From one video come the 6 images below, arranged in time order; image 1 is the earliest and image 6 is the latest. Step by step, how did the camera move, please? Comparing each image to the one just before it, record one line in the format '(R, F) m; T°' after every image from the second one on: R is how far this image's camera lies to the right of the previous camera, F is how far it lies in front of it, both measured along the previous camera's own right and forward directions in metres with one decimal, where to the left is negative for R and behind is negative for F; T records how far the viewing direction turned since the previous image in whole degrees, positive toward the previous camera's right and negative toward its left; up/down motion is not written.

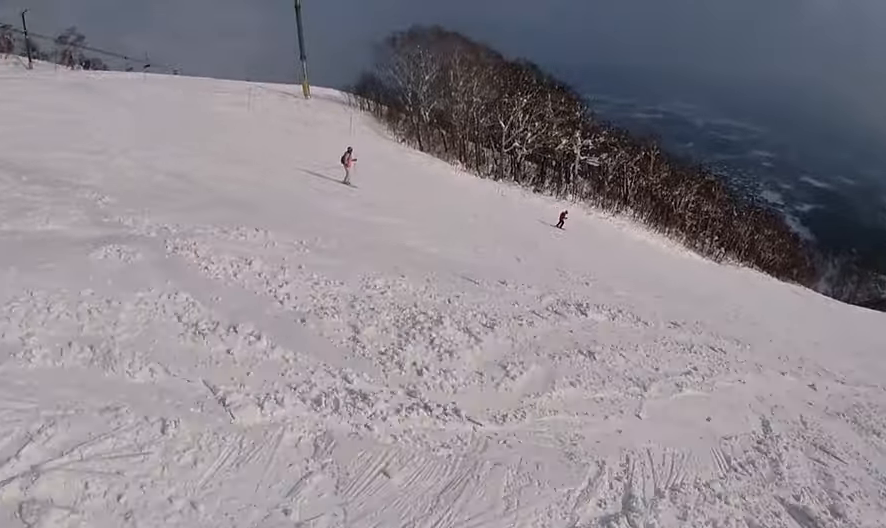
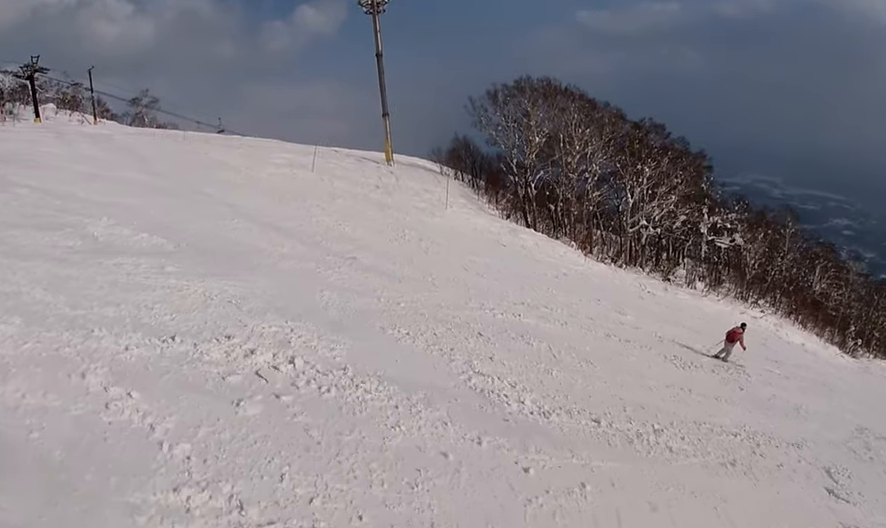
(-0.8, +11.6) m; -5°
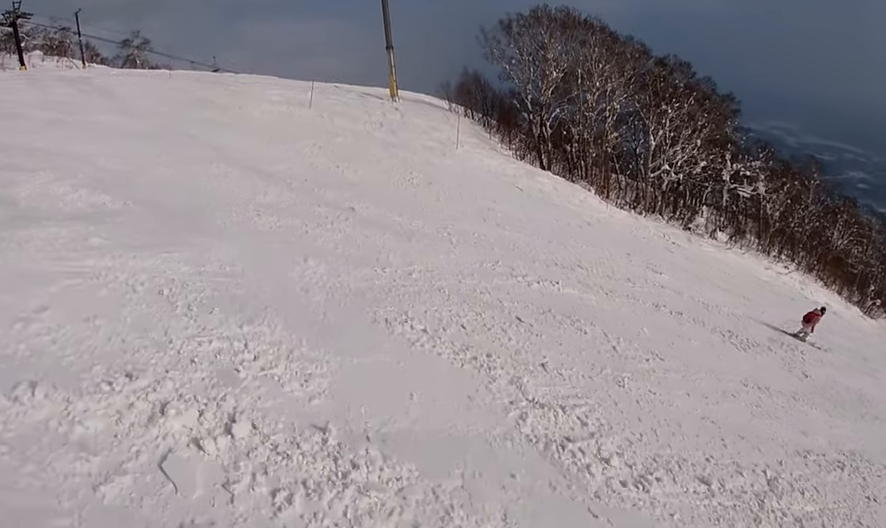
(+0.1, +1.7) m; +5°
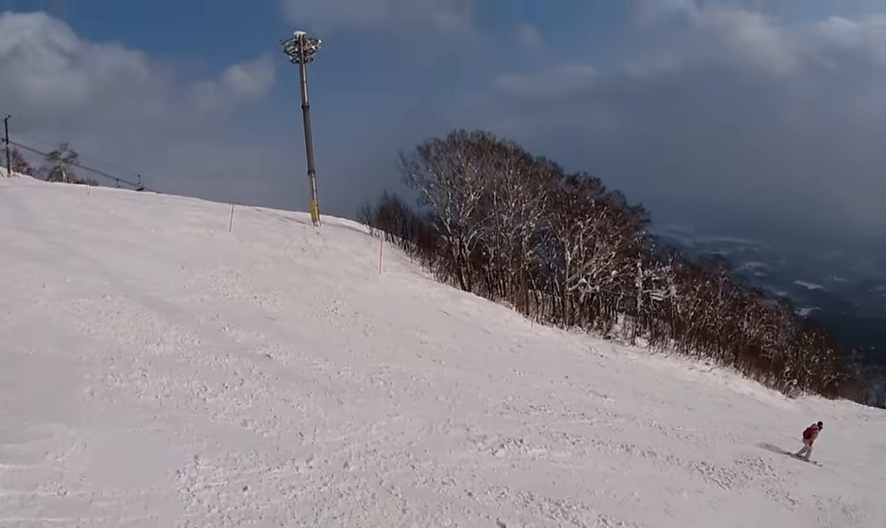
(+0.2, +1.8) m; +9°
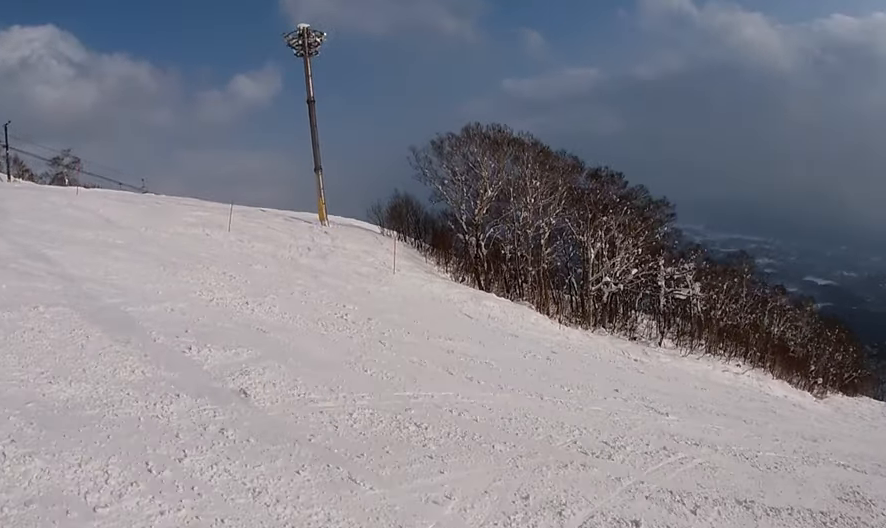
(+0.2, +2.4) m; +5°
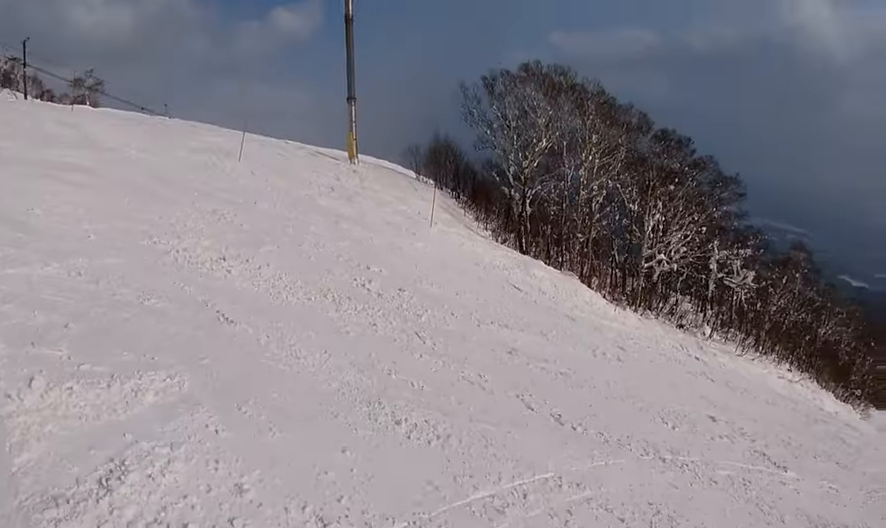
(+0.1, +3.9) m; -16°
